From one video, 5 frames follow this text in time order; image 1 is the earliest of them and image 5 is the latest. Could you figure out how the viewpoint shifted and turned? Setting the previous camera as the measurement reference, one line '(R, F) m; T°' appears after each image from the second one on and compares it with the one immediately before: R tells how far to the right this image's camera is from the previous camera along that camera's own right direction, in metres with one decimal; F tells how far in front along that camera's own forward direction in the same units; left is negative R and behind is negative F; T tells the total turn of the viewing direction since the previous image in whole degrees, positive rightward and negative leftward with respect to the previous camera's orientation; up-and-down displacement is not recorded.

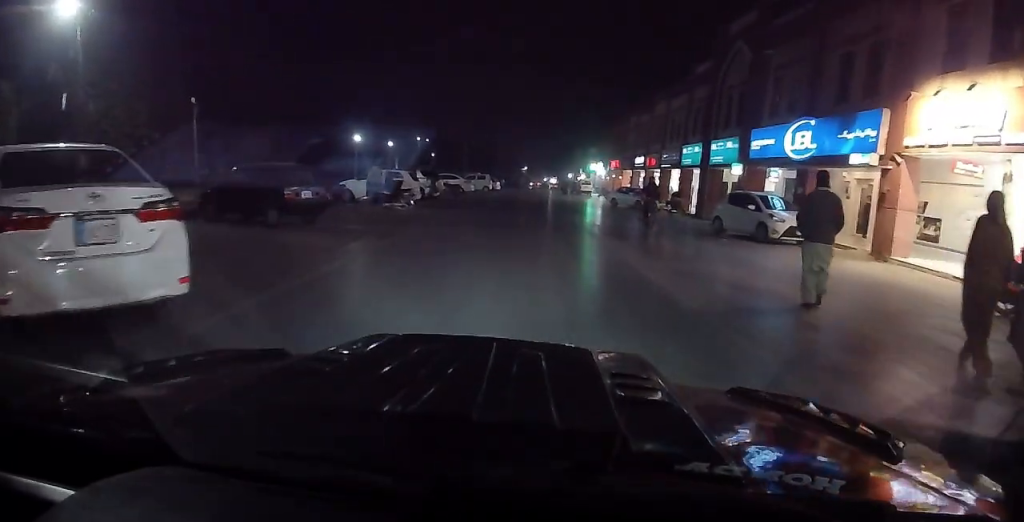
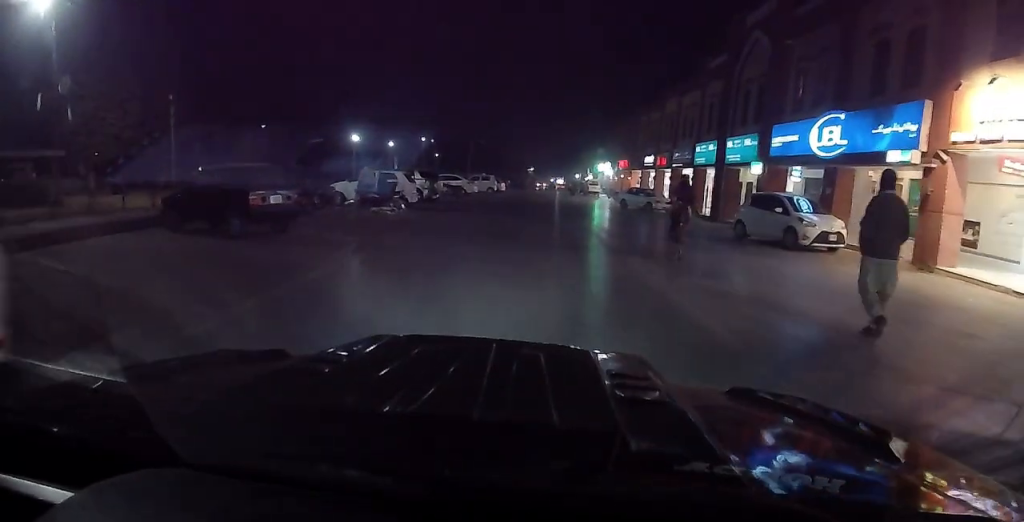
(+0.1, +1.9) m; 0°
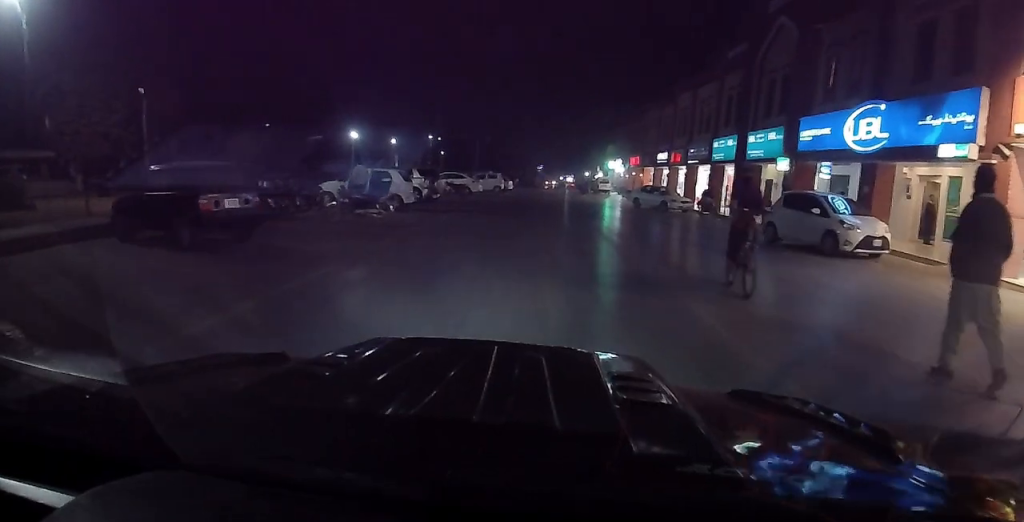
(+0.2, +2.1) m; 0°
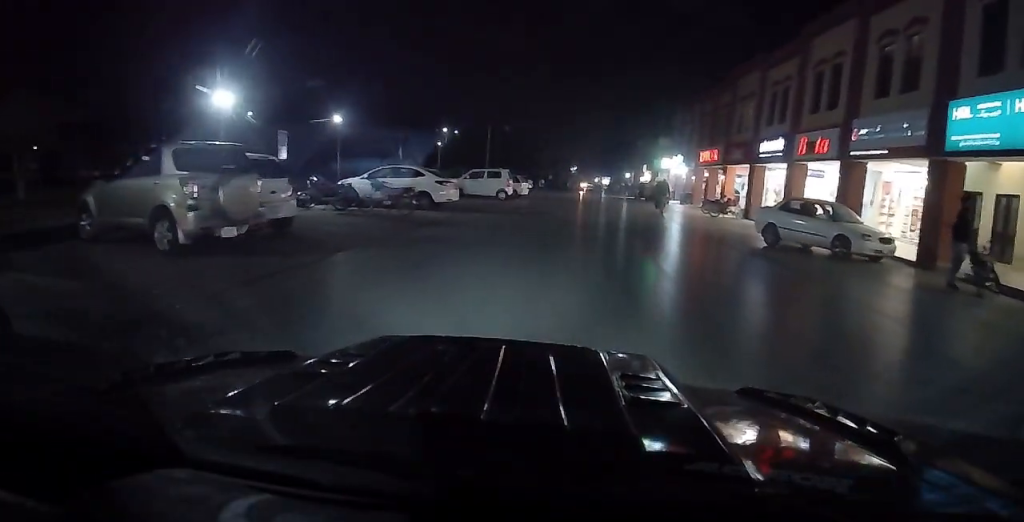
(+0.3, +19.8) m; +3°
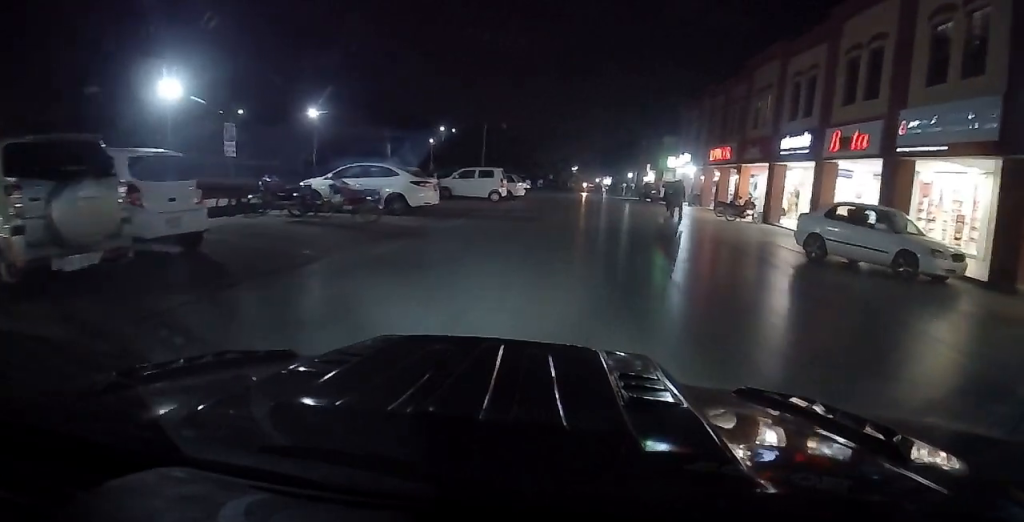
(0.0, +3.2) m; -3°
